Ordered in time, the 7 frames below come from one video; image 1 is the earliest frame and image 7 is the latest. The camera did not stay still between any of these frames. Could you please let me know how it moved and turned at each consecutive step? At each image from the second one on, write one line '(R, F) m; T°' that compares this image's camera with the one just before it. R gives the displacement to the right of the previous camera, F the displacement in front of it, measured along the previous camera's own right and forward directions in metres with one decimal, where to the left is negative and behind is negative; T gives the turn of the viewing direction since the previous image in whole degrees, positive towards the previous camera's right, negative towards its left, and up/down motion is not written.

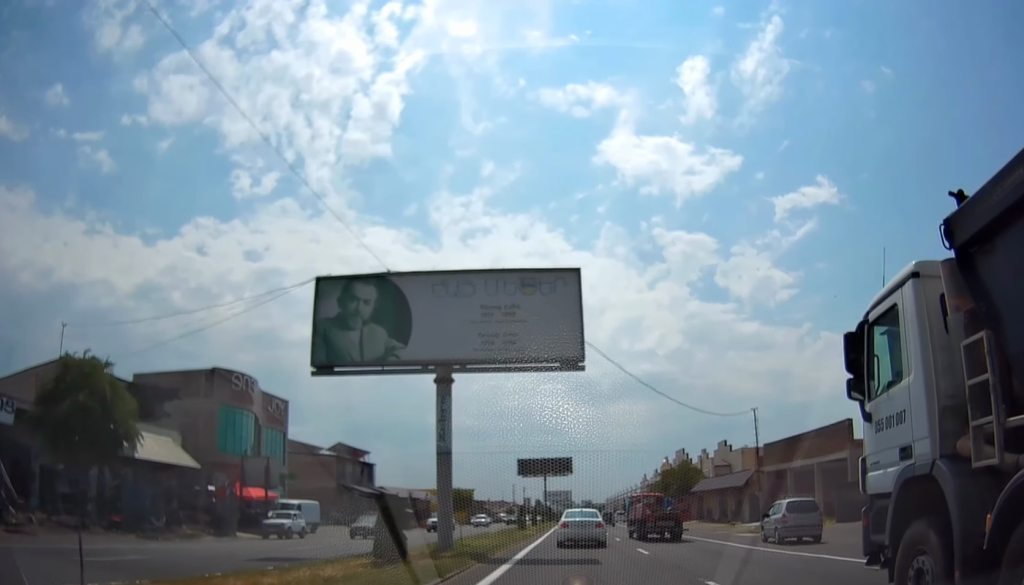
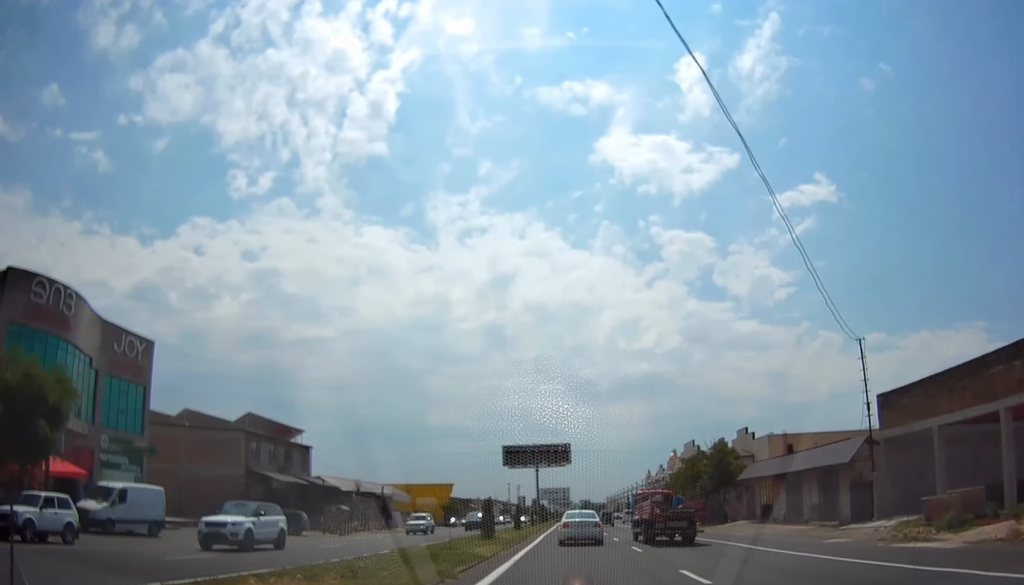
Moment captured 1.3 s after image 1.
(-0.4, +21.1) m; -1°
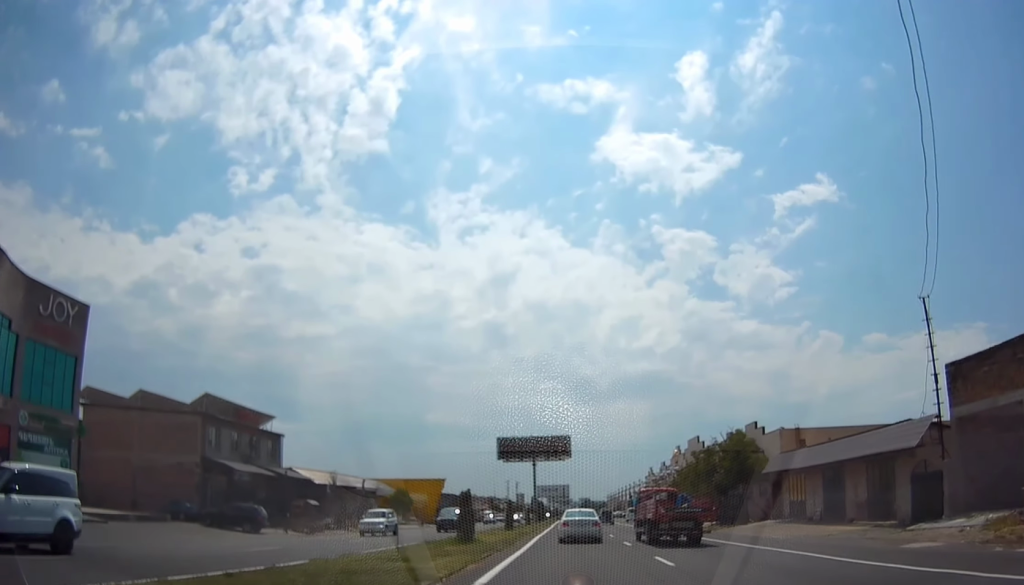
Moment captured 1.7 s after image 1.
(-0.2, +6.8) m; 0°
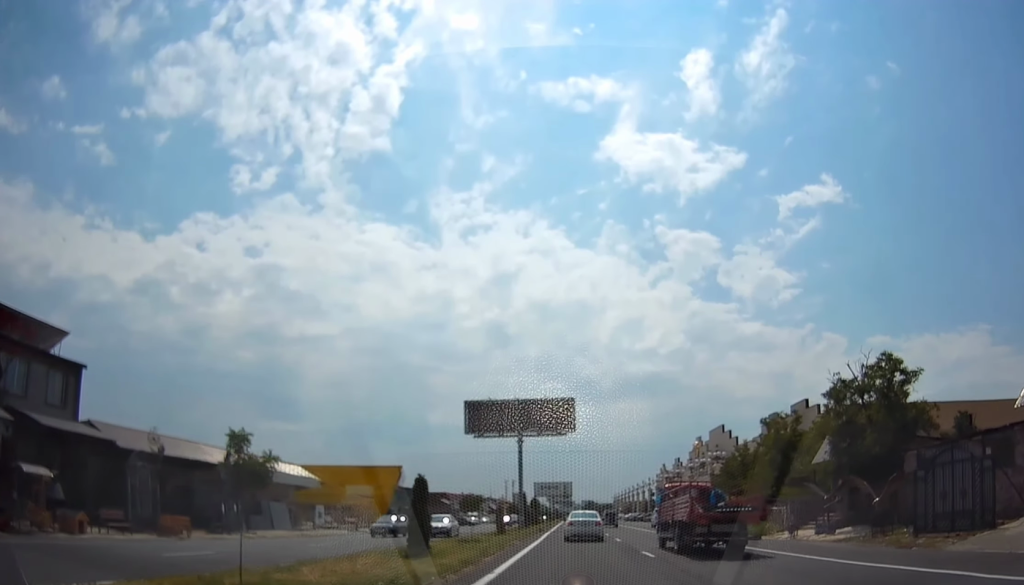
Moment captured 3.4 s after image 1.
(+0.8, +27.9) m; +1°
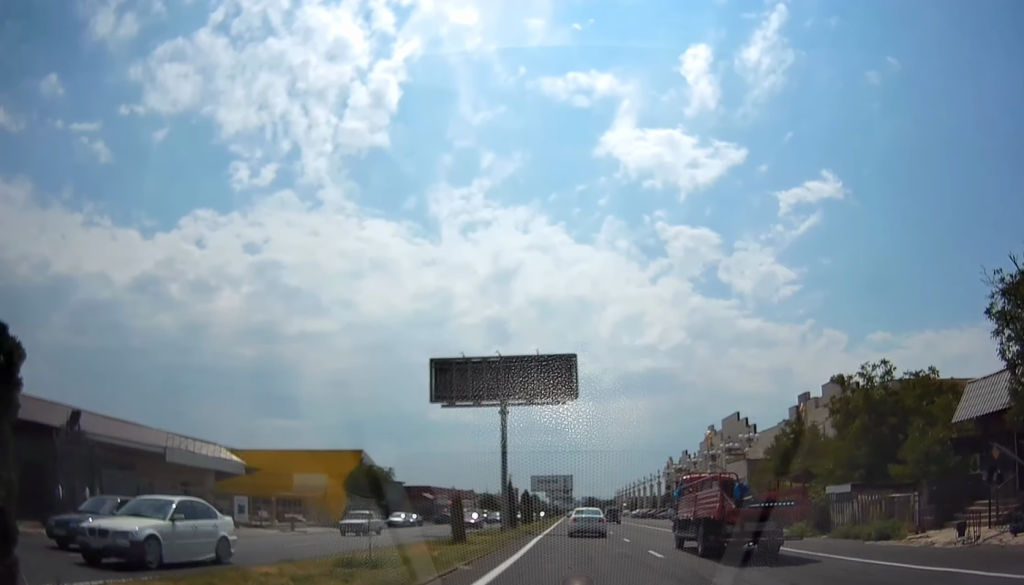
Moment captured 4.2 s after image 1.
(-0.1, +14.2) m; -1°
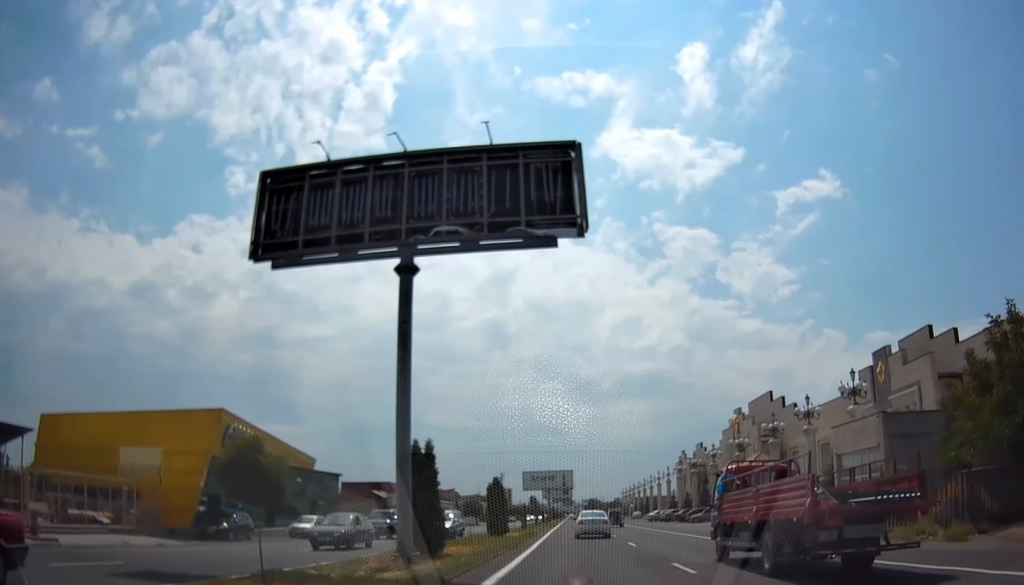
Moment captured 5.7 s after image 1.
(-0.3, +25.0) m; 0°
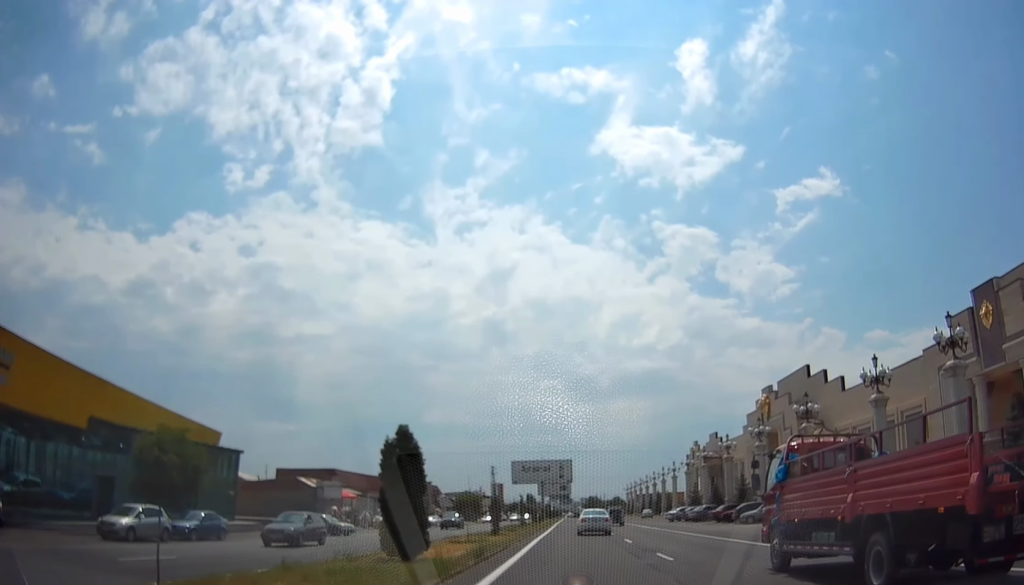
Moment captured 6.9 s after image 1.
(+0.5, +20.4) m; +2°
